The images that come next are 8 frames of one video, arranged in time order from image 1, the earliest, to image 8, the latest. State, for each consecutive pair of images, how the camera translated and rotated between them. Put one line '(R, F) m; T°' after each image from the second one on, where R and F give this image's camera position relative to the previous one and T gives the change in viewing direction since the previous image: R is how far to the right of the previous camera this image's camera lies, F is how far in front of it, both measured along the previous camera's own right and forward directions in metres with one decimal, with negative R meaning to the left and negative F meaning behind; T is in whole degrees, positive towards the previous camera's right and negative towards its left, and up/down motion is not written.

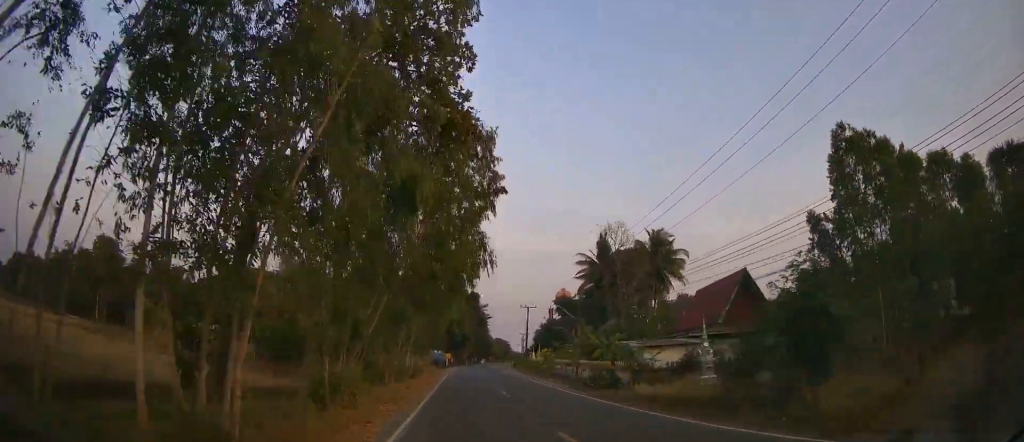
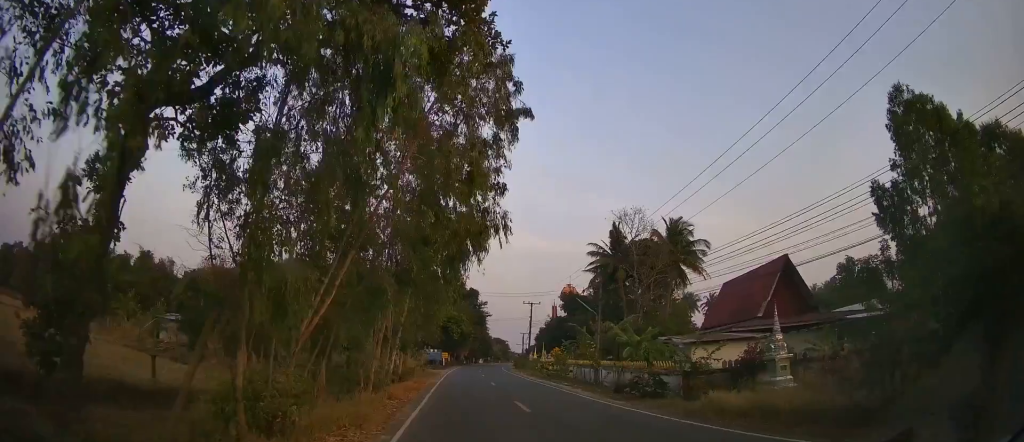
(+0.1, +4.9) m; 0°
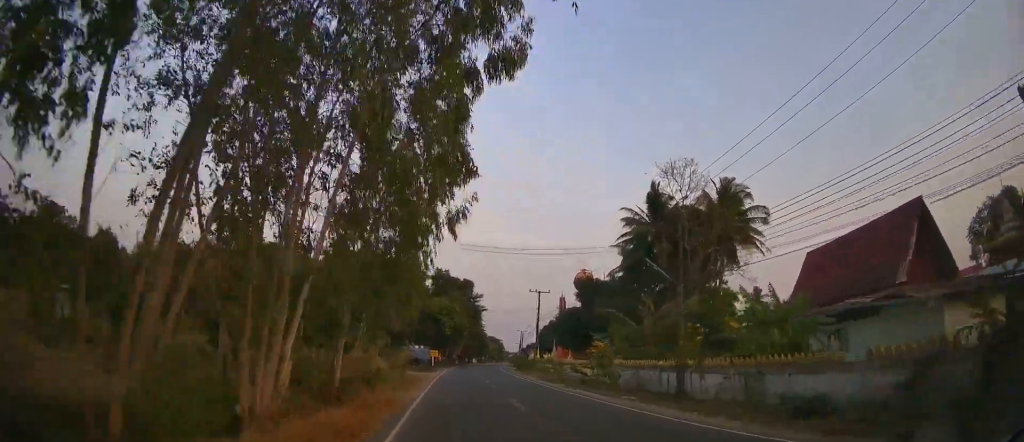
(-0.1, +11.9) m; 0°
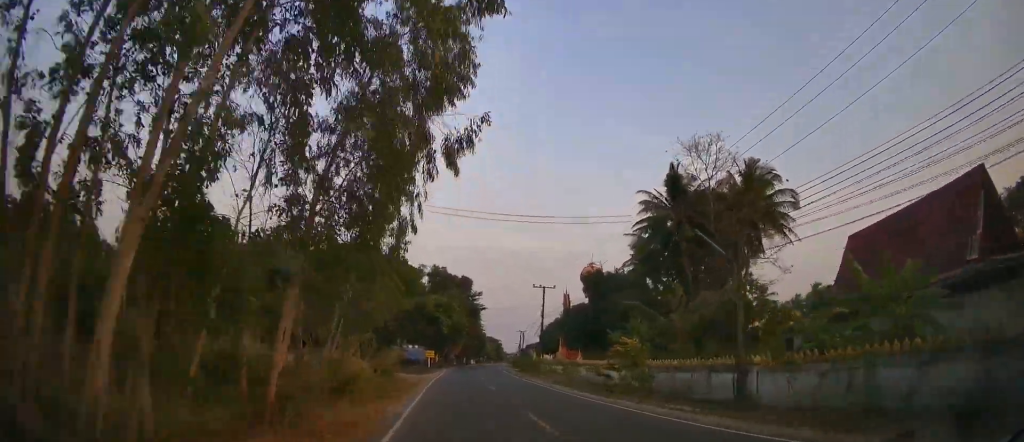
(0.0, +4.3) m; 0°
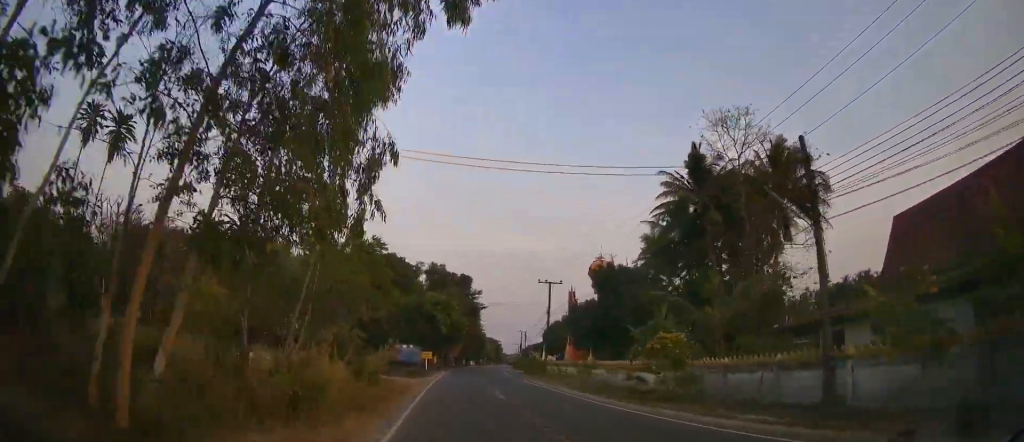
(0.0, +3.7) m; 0°
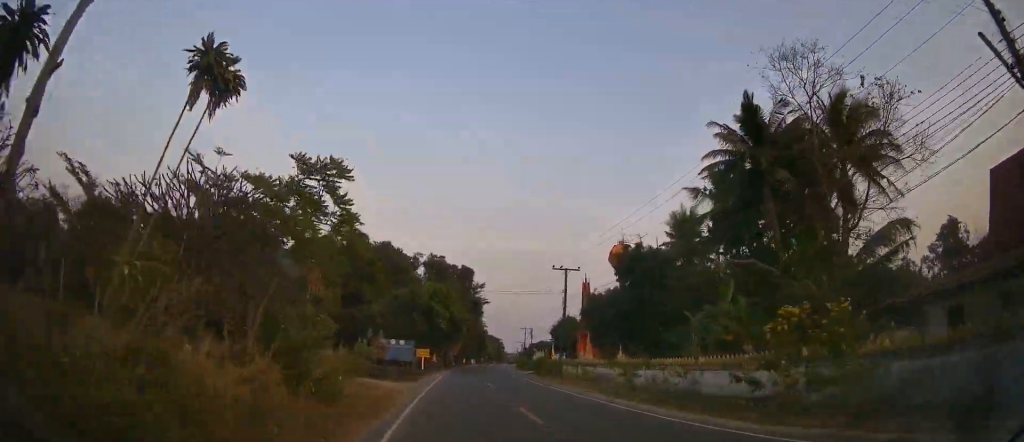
(+0.1, +6.7) m; +1°
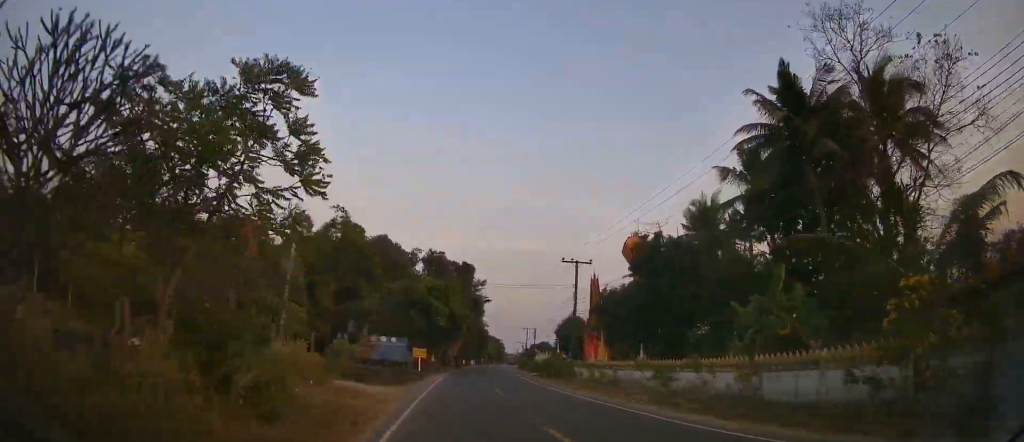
(0.0, +3.6) m; 0°
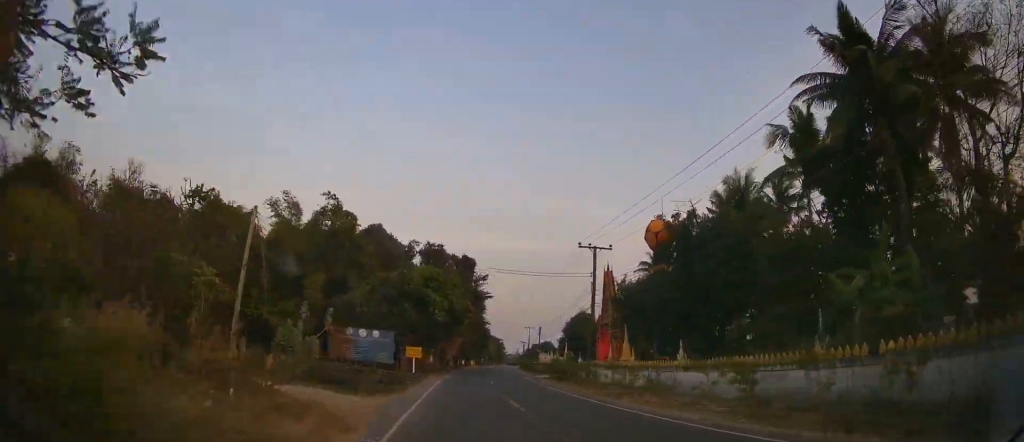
(0.0, +5.0) m; 0°
